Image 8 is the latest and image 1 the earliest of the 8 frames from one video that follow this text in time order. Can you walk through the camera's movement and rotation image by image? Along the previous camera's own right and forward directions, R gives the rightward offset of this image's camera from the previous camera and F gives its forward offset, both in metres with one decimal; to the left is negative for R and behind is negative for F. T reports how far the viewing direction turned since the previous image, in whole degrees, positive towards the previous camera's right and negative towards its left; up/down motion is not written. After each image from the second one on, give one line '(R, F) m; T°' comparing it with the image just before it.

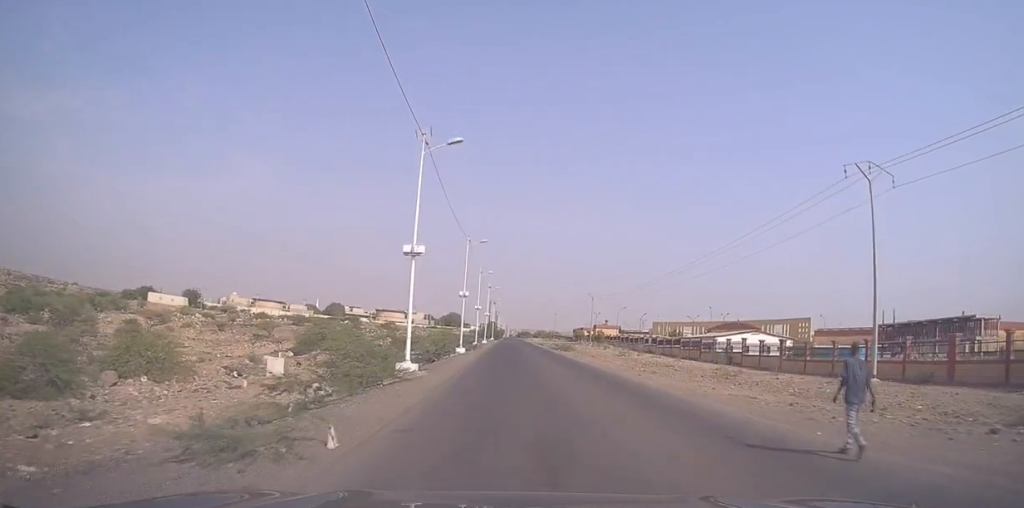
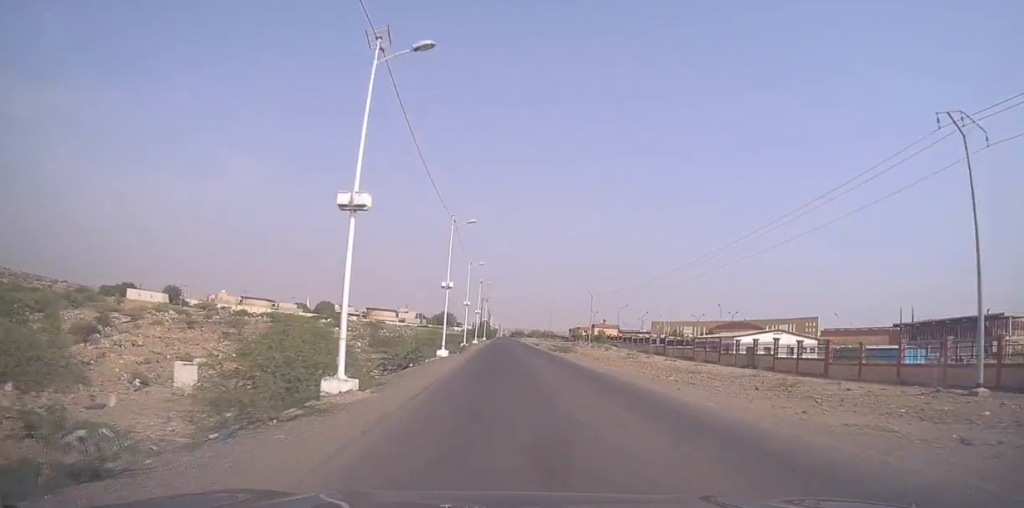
(0.0, +8.2) m; 0°
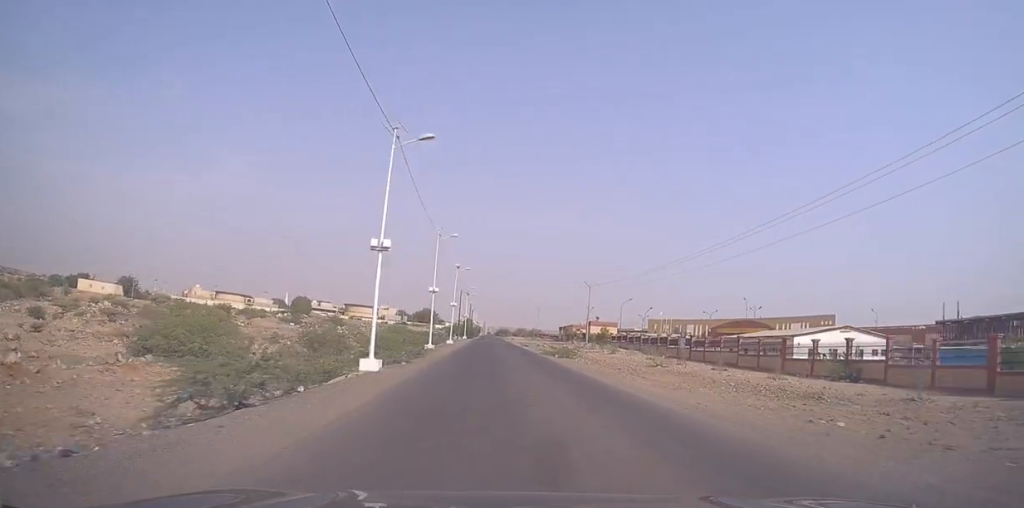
(-0.1, +17.1) m; 0°
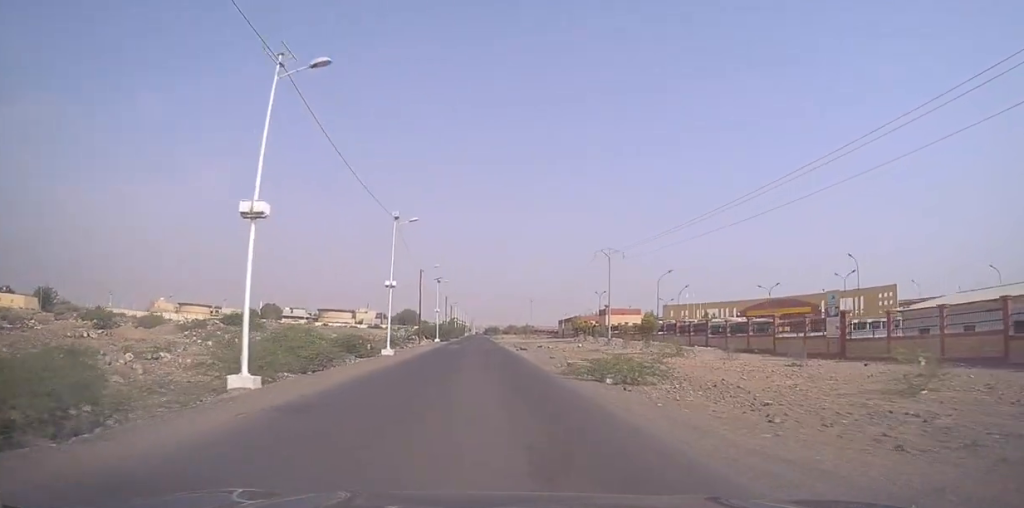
(+0.9, +32.5) m; +3°
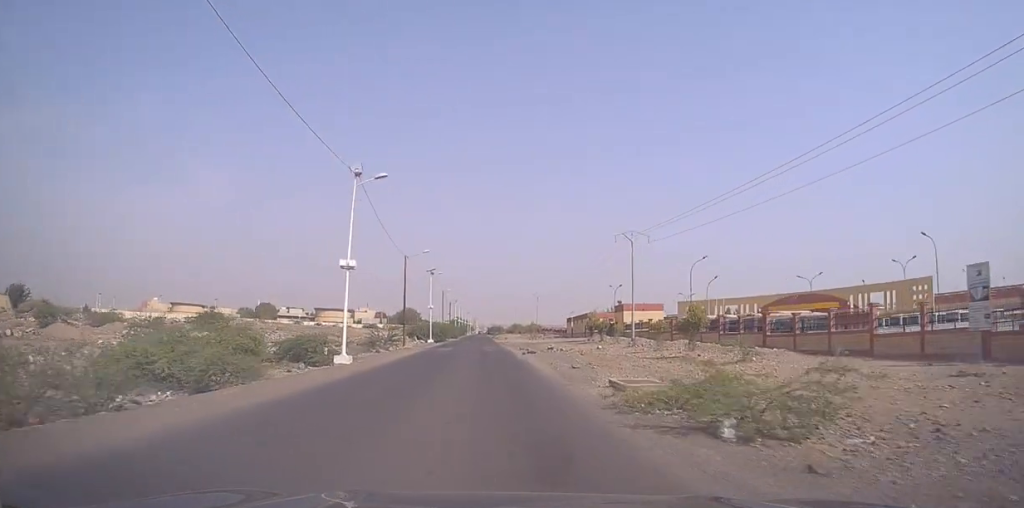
(0.0, +11.9) m; 0°
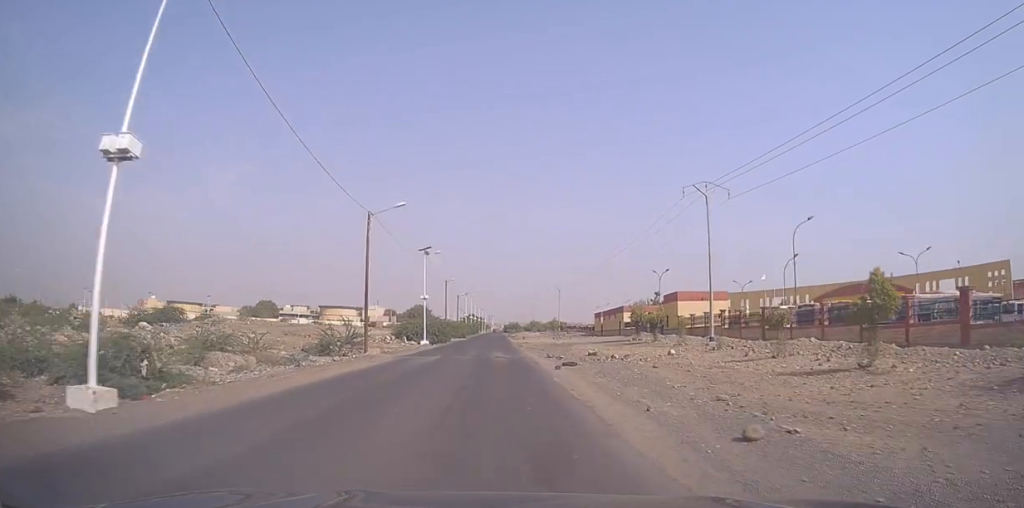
(+0.2, +20.3) m; +1°
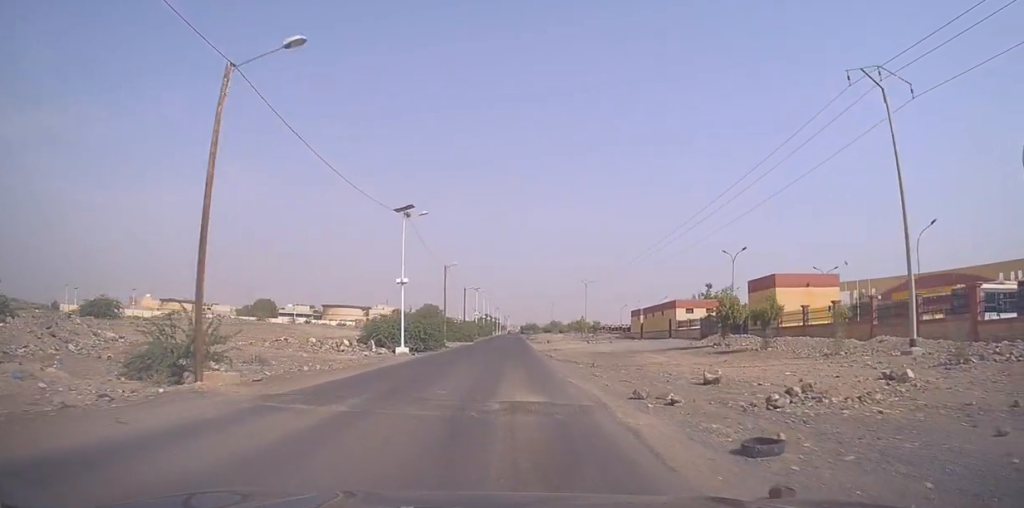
(-0.2, +23.6) m; -3°
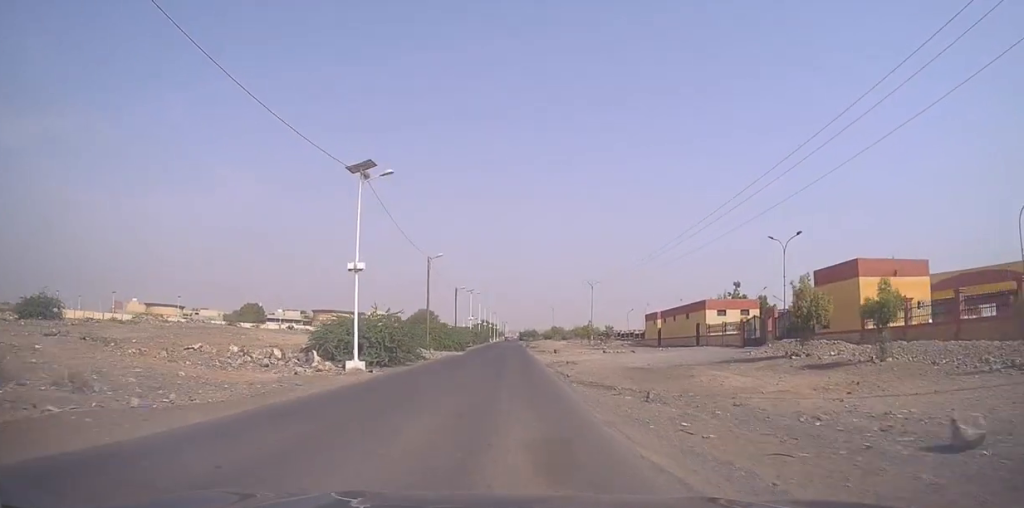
(-0.6, +13.7) m; -1°
